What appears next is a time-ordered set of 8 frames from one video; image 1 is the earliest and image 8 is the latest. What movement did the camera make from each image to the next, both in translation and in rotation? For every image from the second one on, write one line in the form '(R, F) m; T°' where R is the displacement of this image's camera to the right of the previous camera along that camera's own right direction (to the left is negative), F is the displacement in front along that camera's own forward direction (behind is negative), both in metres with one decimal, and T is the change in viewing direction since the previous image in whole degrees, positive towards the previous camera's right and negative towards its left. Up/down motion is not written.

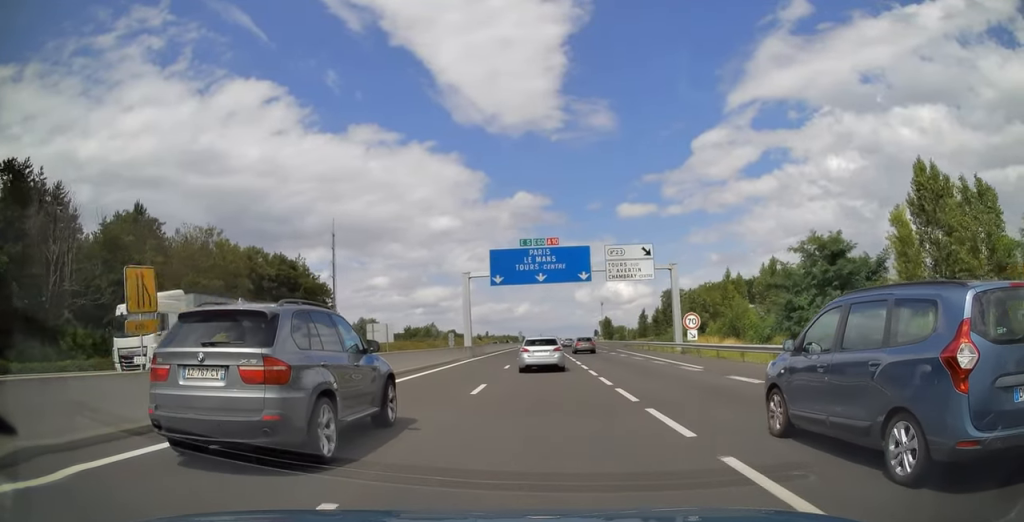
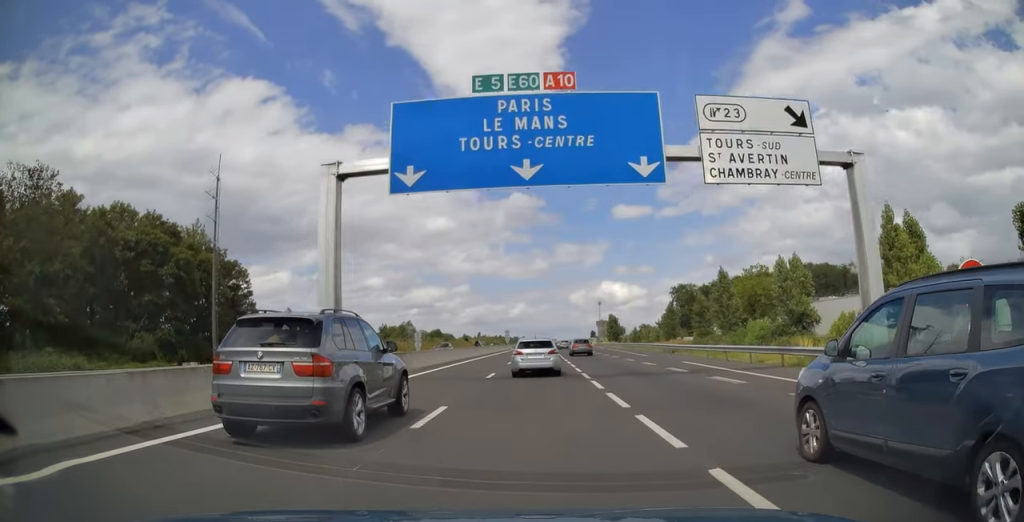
(0.0, +29.2) m; 0°
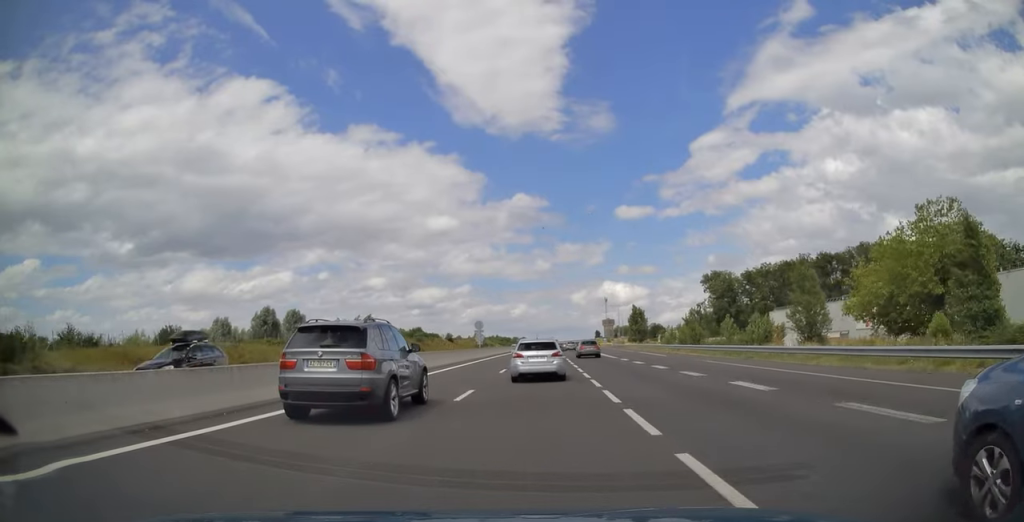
(+0.2, +45.6) m; 0°
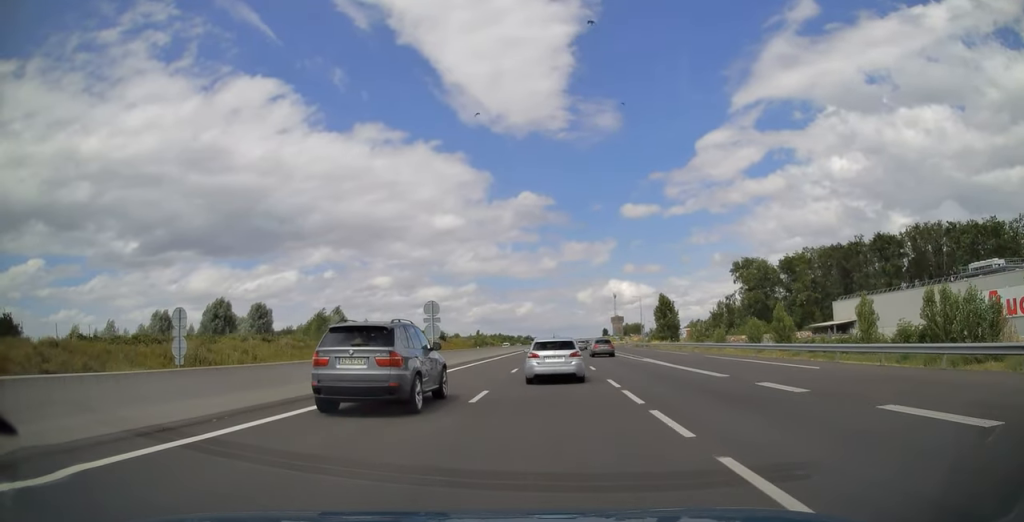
(-0.1, +26.1) m; 0°
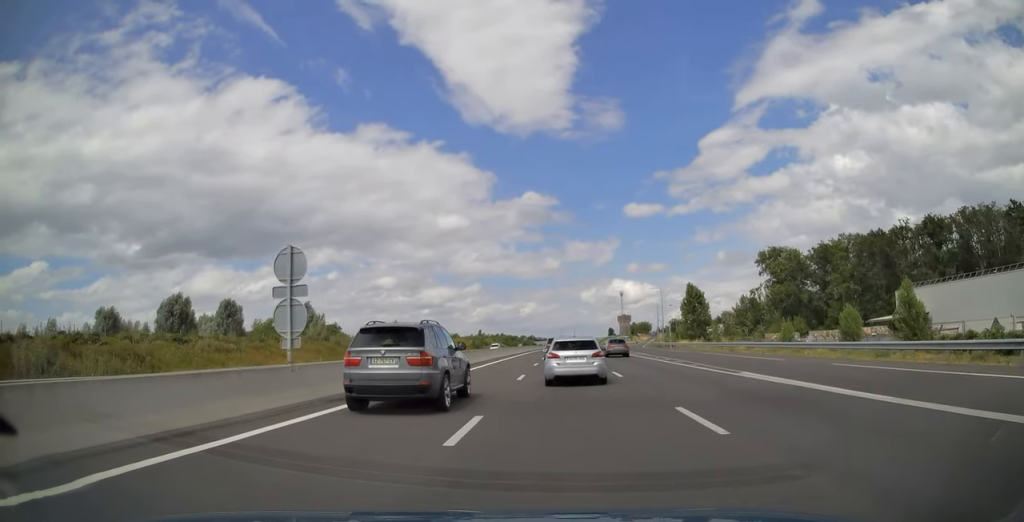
(-0.1, +18.2) m; 0°
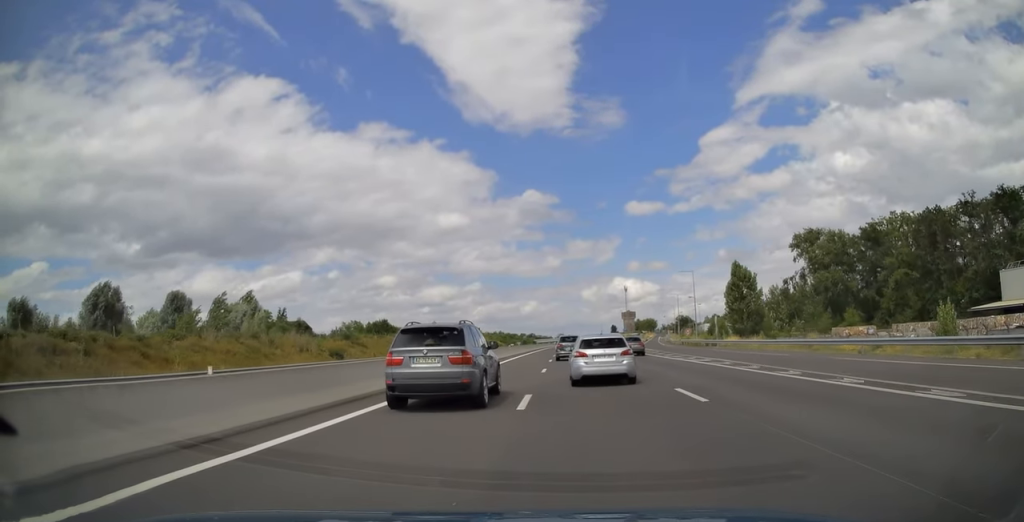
(0.0, +22.5) m; 0°
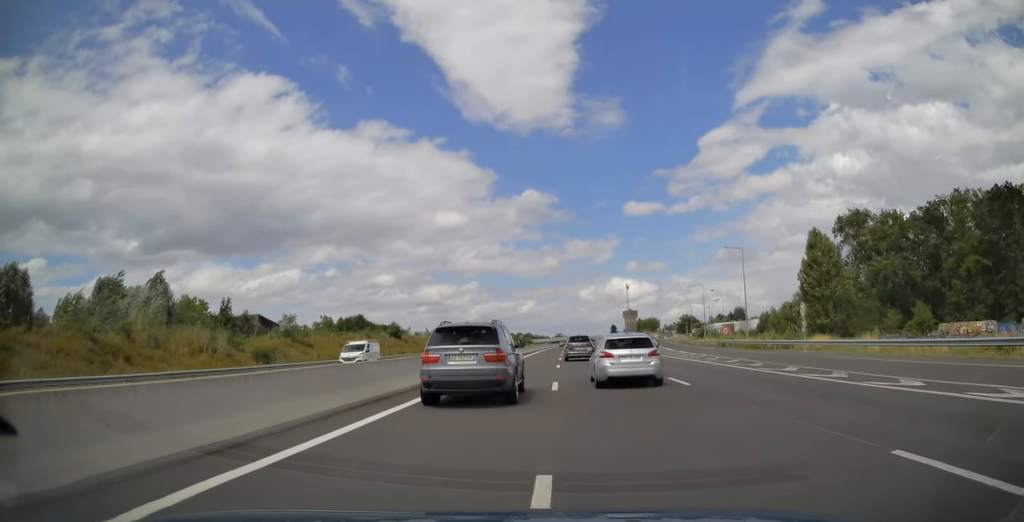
(-0.1, +22.7) m; 0°
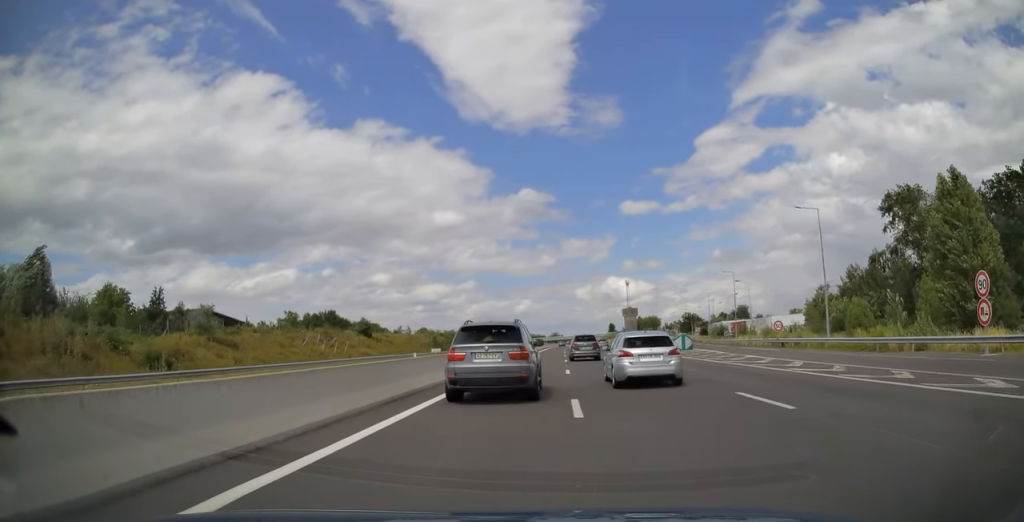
(+0.1, +19.9) m; 0°
